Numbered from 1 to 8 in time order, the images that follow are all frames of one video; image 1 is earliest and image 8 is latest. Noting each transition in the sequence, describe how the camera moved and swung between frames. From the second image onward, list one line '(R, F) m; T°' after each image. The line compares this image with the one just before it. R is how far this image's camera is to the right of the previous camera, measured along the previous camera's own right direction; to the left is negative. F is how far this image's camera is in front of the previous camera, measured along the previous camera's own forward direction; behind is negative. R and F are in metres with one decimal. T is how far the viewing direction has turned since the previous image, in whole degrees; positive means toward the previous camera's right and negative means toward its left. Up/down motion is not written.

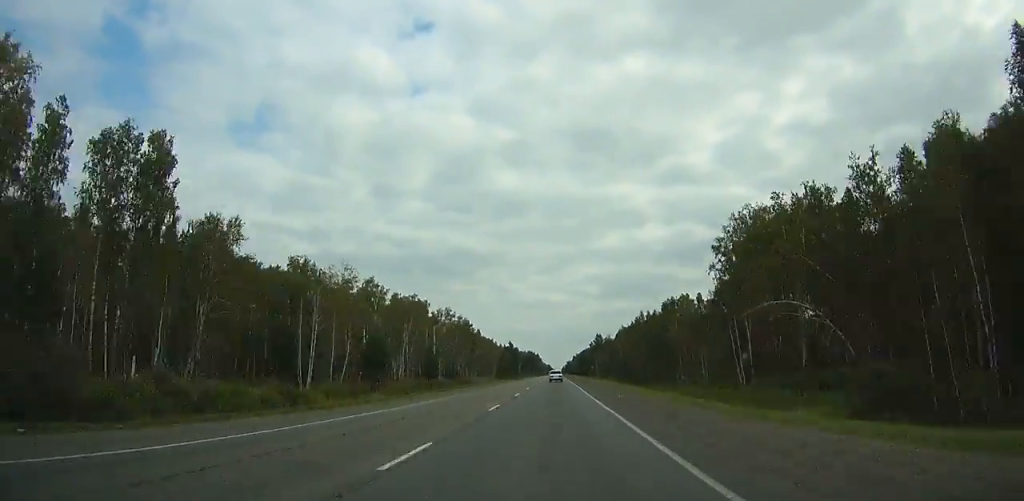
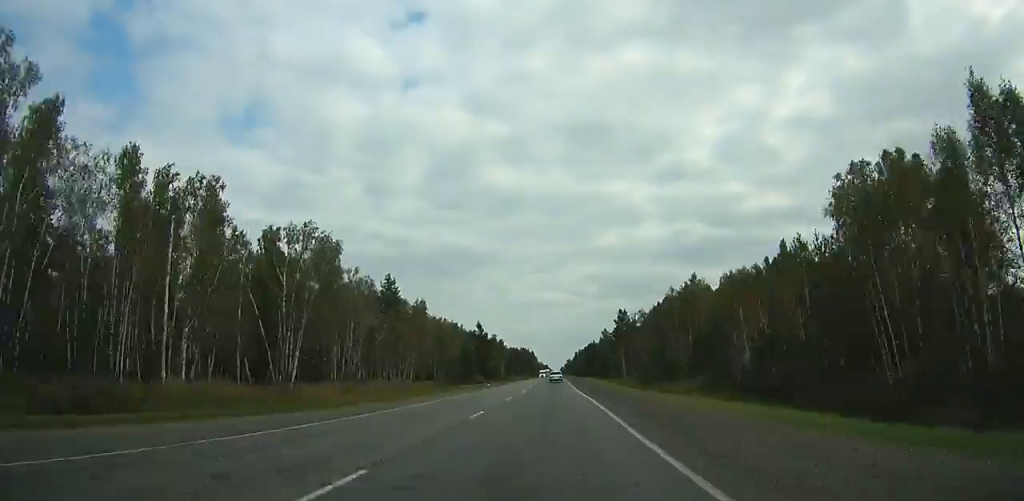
(0.0, +98.7) m; 0°
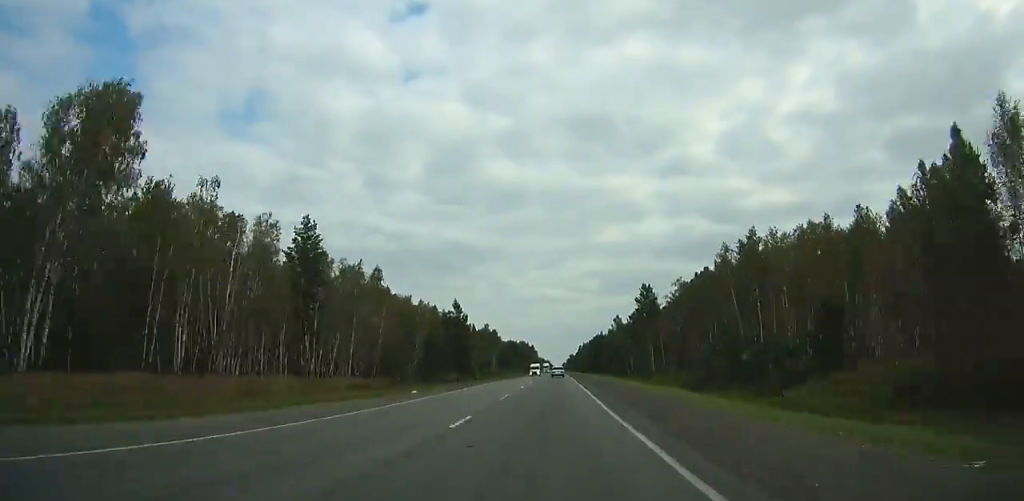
(0.0, +38.5) m; 0°
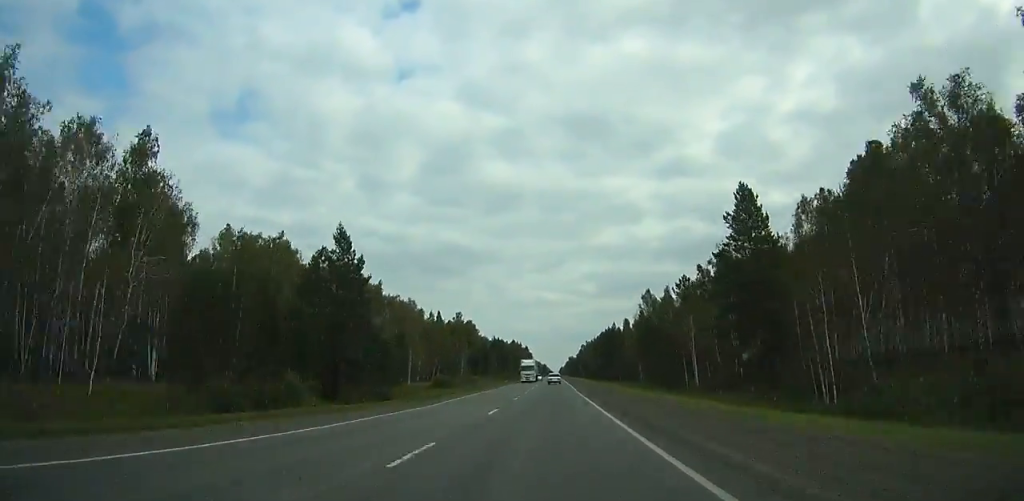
(0.0, +64.9) m; 0°
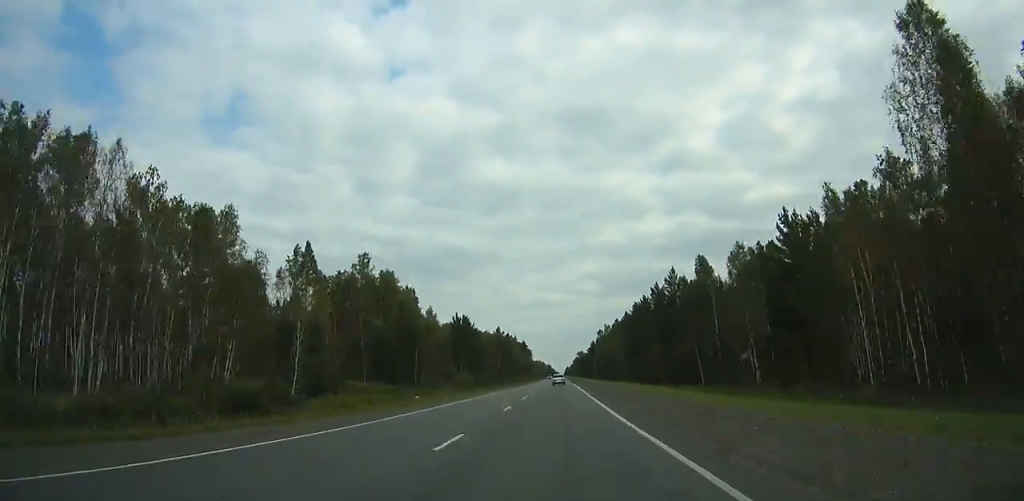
(-0.2, +94.1) m; 0°
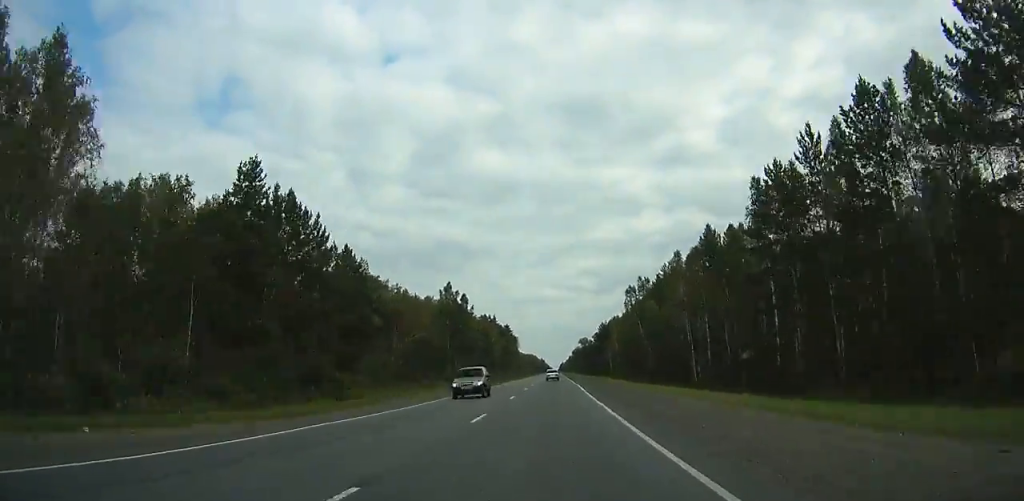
(0.0, +90.1) m; 0°
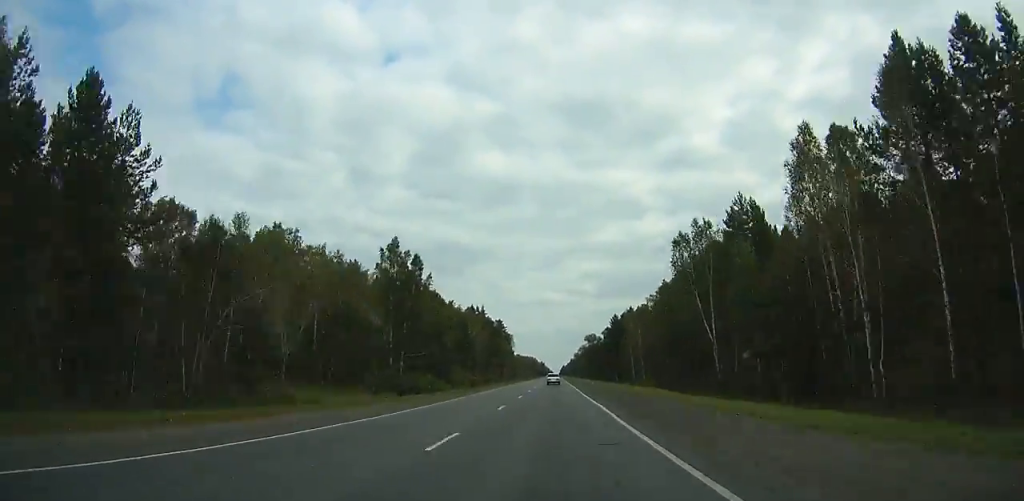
(0.0, +41.9) m; 0°
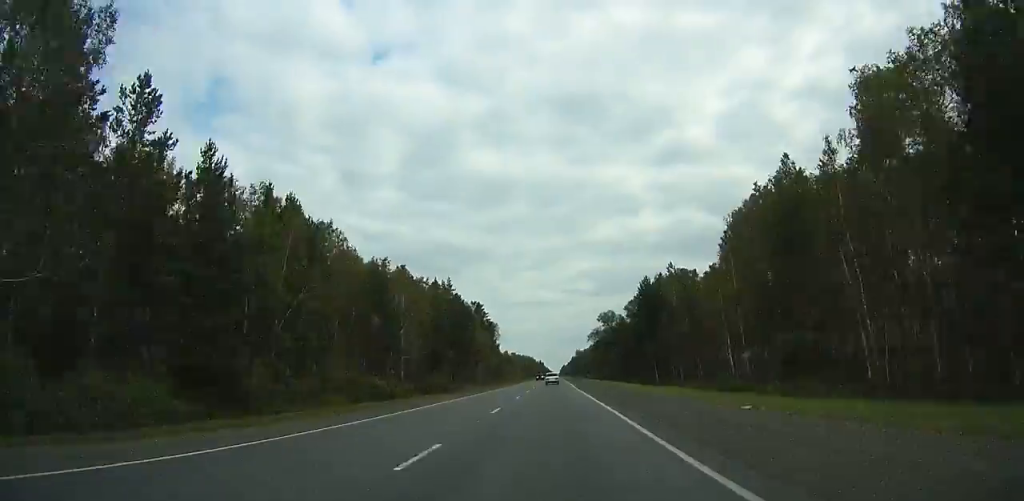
(0.0, +62.1) m; 0°
